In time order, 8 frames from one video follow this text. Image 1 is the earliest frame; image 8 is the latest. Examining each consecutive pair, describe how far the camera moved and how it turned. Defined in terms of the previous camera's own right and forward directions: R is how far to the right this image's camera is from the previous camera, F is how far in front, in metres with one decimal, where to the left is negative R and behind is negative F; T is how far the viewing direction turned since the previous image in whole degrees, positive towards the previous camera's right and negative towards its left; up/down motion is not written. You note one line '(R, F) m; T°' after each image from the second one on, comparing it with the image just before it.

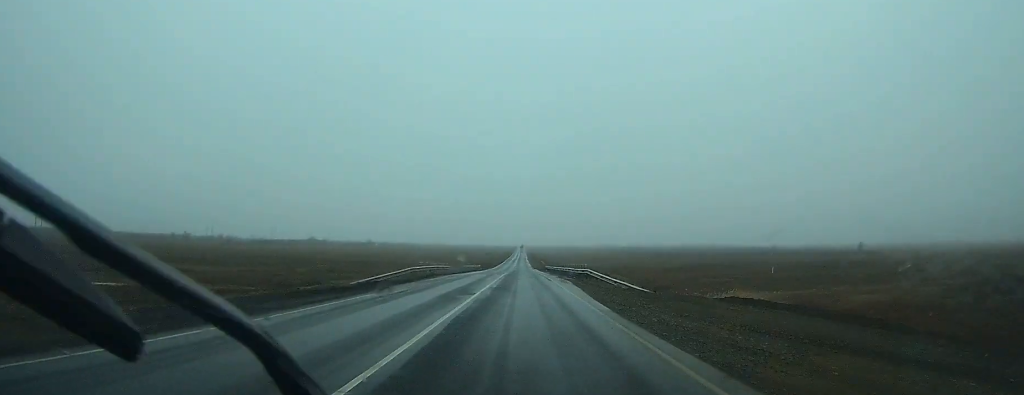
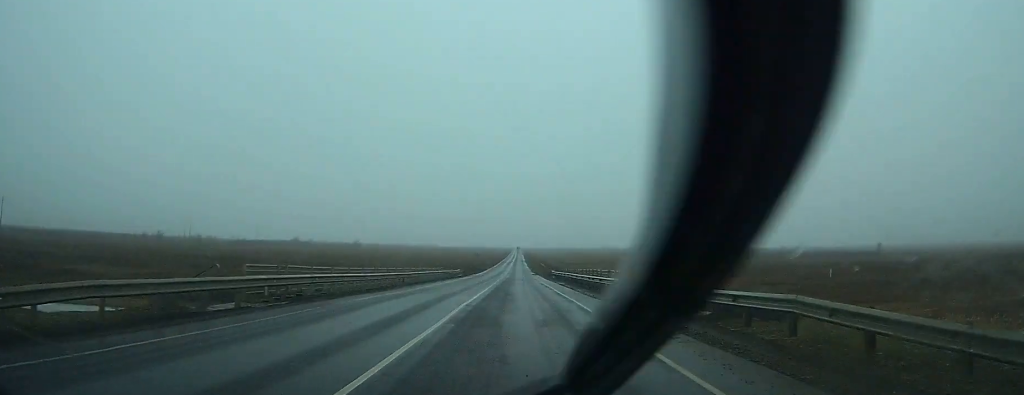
(-0.1, +31.3) m; 0°
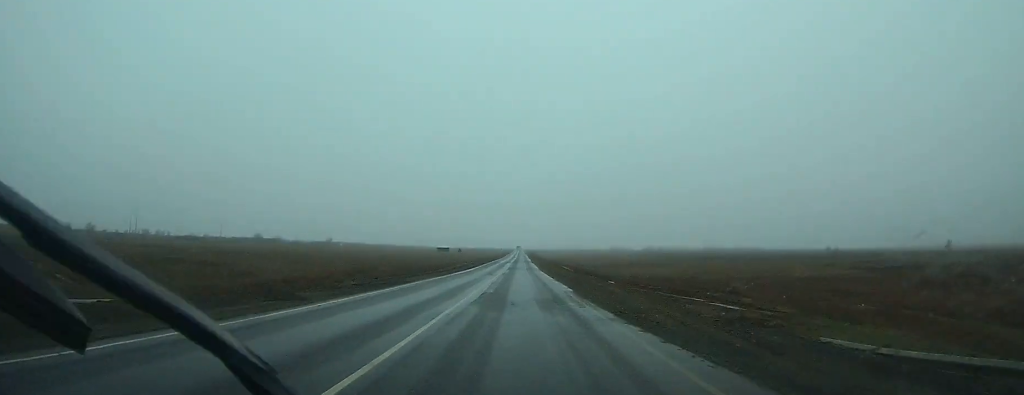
(-0.2, +83.7) m; 0°
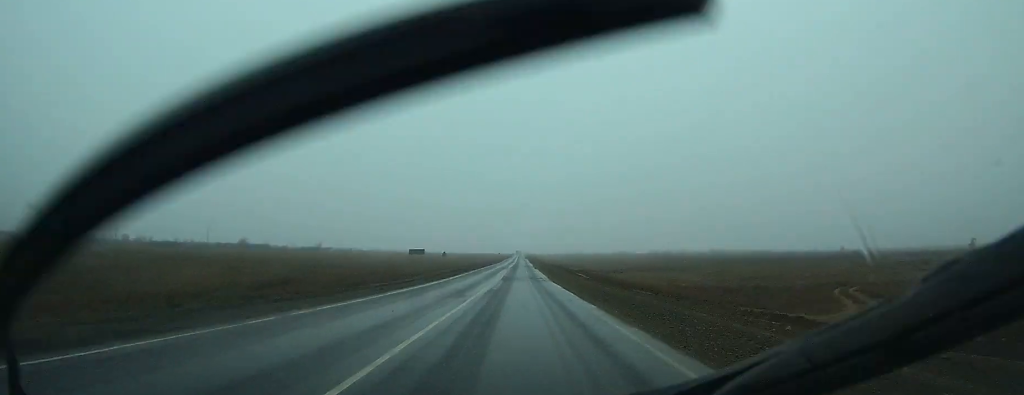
(+0.1, +23.7) m; 0°
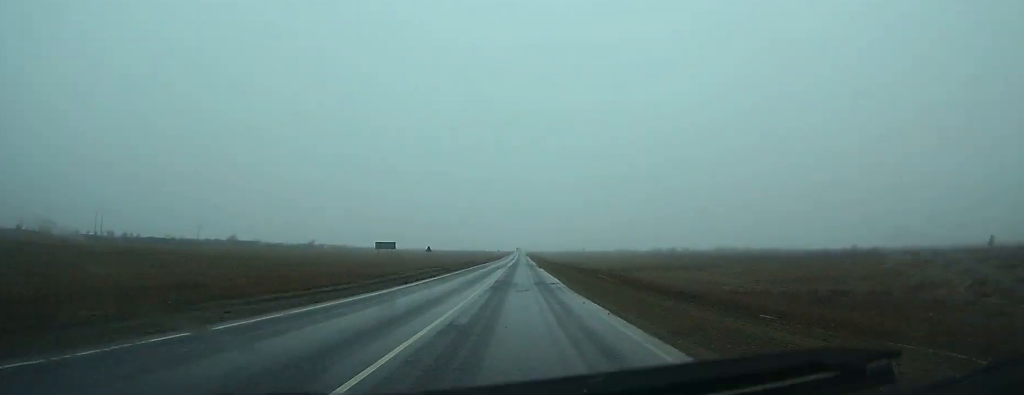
(0.0, +16.6) m; 0°
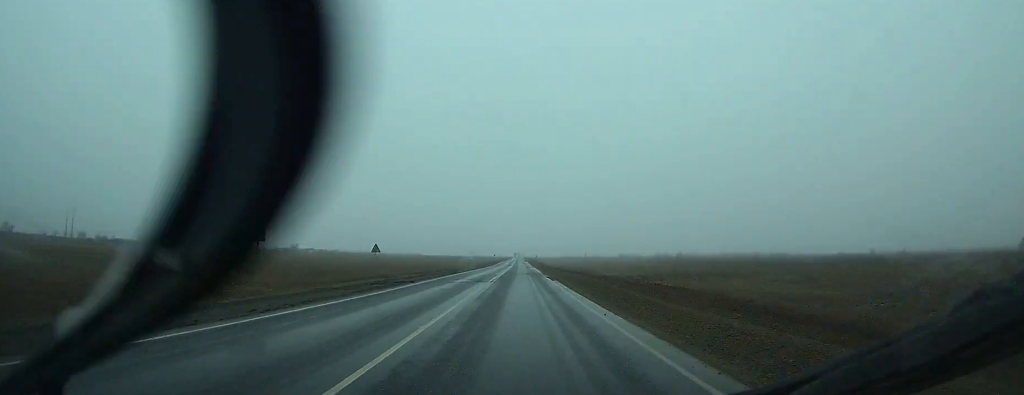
(0.0, +27.1) m; 0°
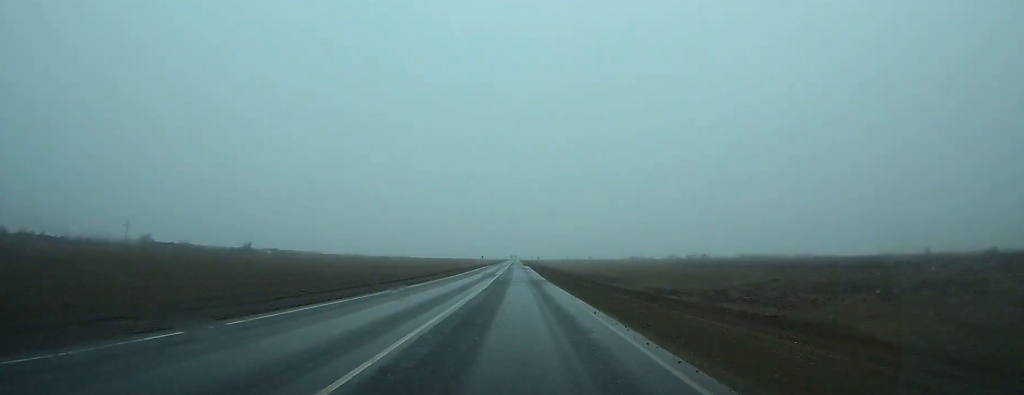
(+0.1, +65.4) m; 0°
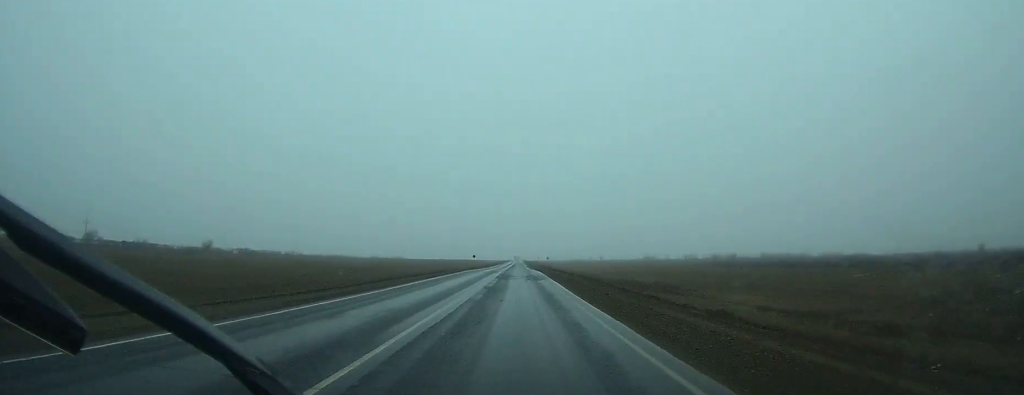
(-0.1, +49.1) m; 0°
